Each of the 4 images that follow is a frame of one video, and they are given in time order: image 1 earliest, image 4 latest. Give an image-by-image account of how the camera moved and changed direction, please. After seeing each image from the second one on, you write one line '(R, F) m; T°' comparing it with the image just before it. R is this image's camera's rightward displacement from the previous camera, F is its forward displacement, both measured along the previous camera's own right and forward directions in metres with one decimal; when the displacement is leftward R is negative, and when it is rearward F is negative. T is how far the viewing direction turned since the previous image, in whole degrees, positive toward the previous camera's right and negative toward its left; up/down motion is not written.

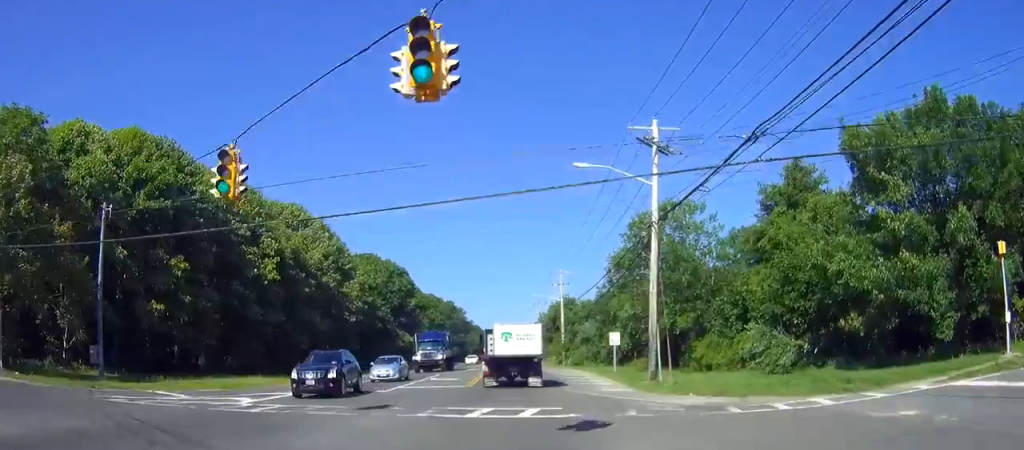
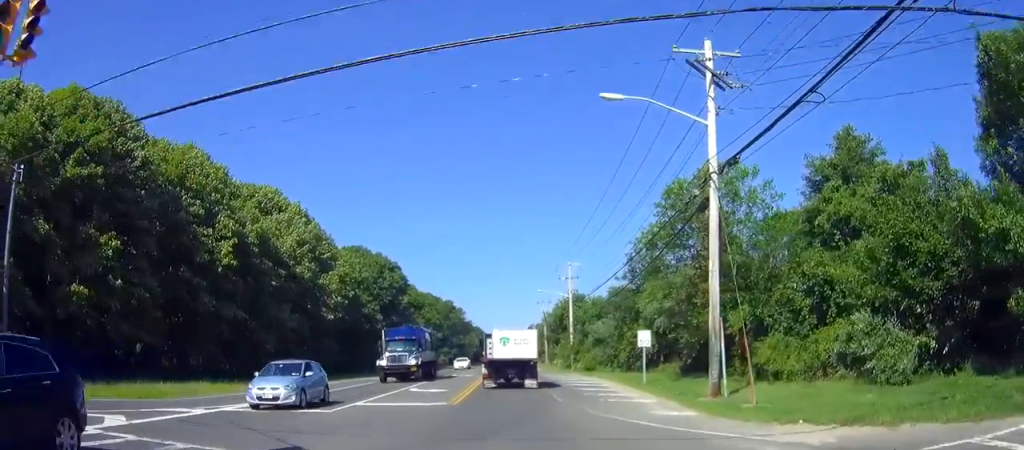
(+0.2, +8.9) m; +1°
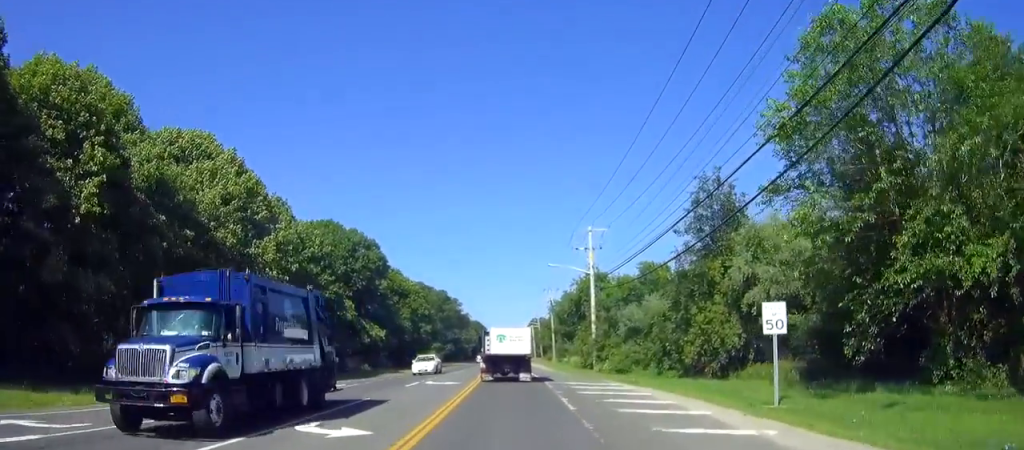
(+0.3, +16.4) m; +1°
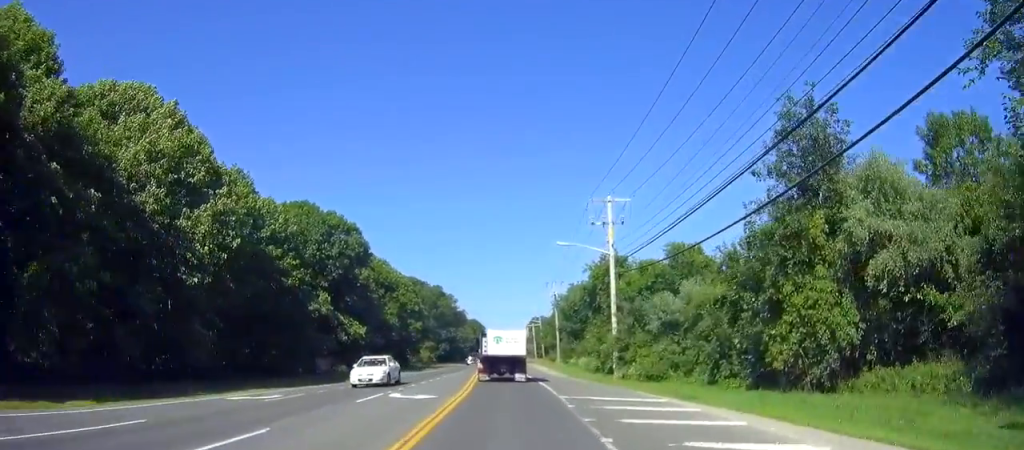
(-0.2, +10.0) m; 0°
